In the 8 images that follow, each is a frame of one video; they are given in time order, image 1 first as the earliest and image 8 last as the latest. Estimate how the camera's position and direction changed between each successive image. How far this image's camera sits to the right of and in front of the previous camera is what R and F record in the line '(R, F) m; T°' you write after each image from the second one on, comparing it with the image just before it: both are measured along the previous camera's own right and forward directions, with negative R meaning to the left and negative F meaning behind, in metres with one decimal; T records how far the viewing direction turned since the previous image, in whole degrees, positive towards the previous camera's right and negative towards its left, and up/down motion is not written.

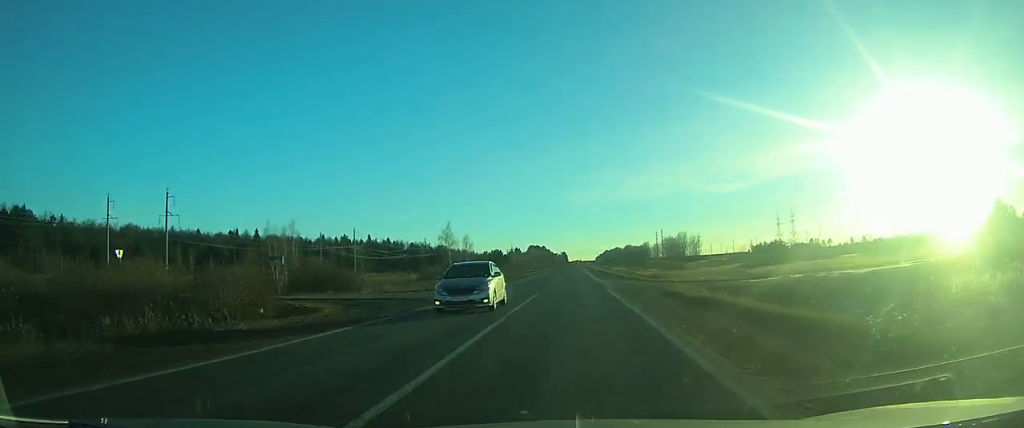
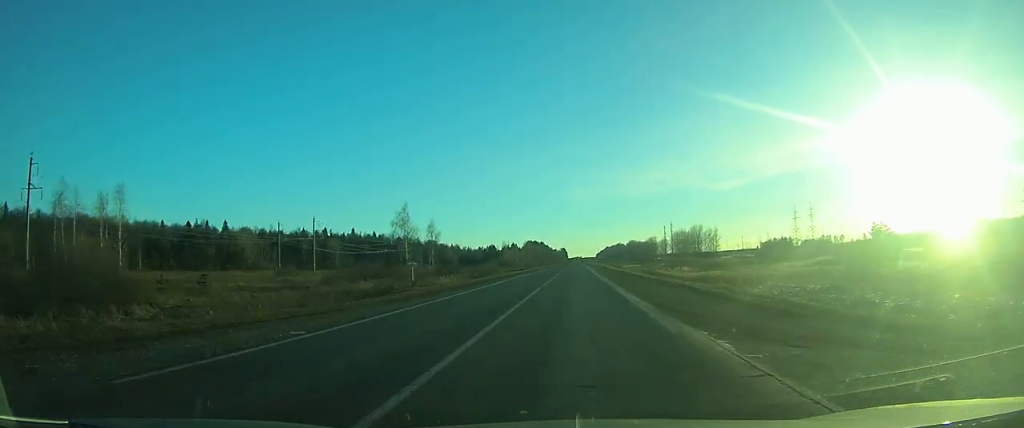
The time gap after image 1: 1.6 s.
(0.0, +39.9) m; 0°
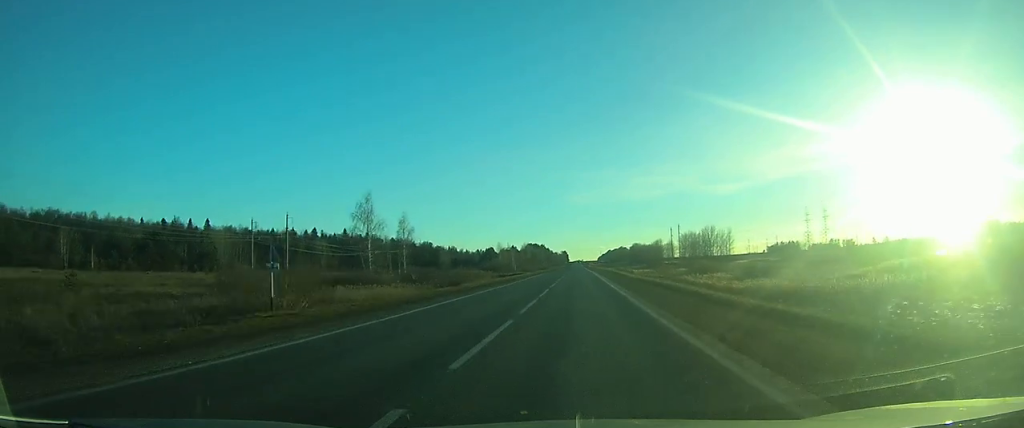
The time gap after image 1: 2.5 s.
(0.0, +21.3) m; 0°
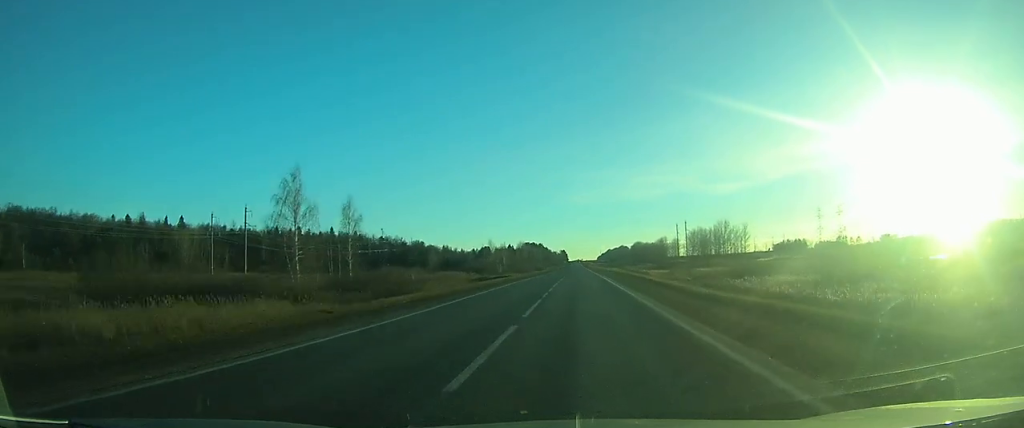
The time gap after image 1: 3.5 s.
(-0.1, +23.8) m; 0°
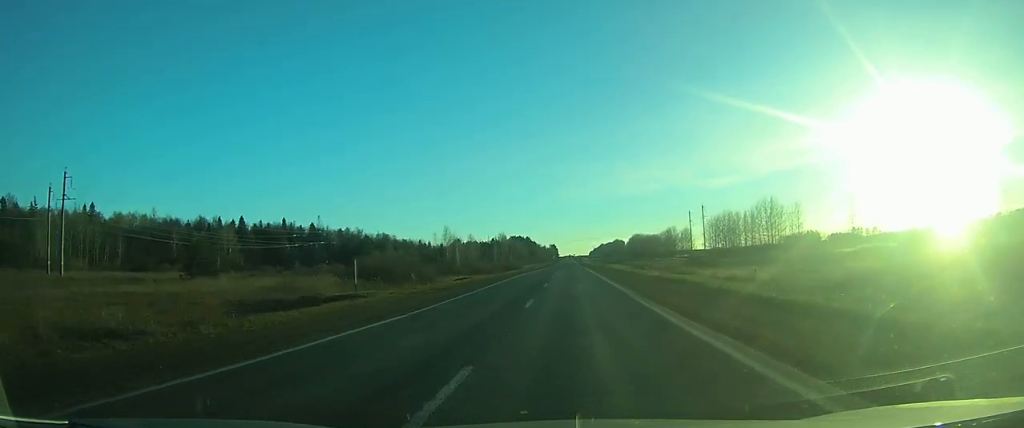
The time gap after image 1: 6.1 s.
(+0.1, +62.0) m; 0°
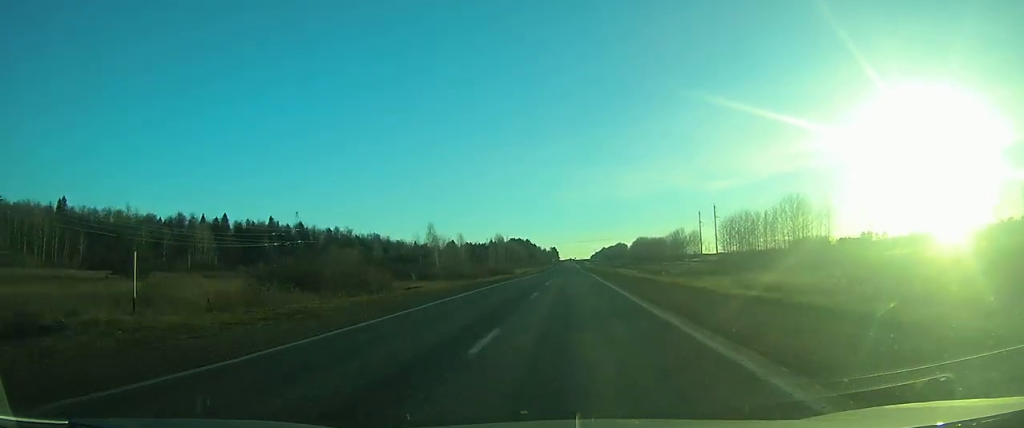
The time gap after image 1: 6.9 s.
(+0.1, +20.5) m; 0°
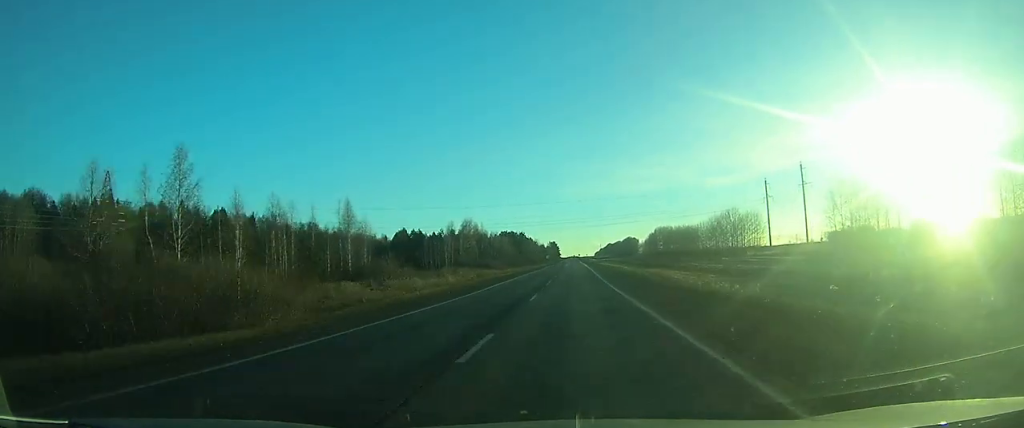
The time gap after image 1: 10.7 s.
(-0.1, +98.6) m; 0°
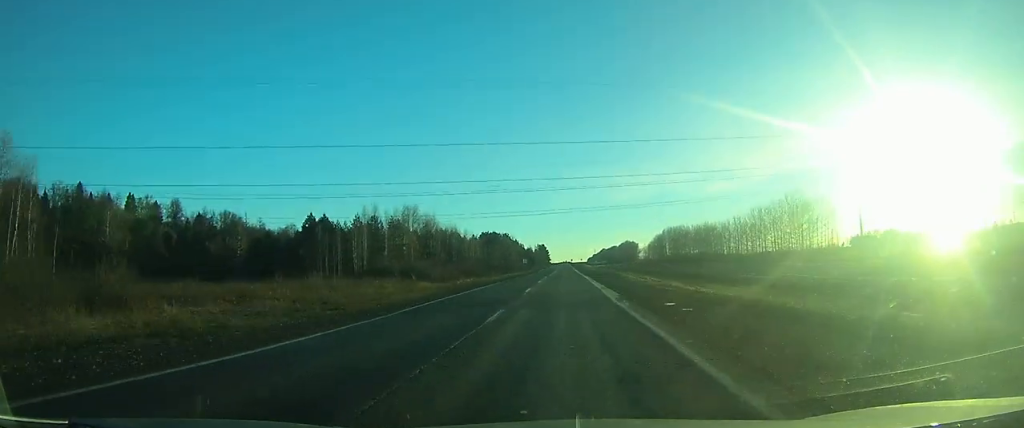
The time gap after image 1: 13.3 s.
(+0.1, +64.5) m; 0°
